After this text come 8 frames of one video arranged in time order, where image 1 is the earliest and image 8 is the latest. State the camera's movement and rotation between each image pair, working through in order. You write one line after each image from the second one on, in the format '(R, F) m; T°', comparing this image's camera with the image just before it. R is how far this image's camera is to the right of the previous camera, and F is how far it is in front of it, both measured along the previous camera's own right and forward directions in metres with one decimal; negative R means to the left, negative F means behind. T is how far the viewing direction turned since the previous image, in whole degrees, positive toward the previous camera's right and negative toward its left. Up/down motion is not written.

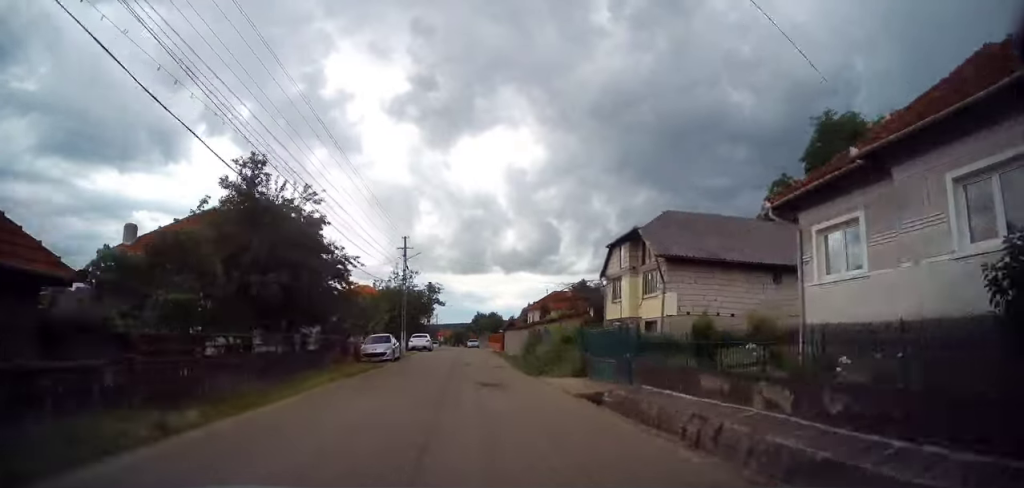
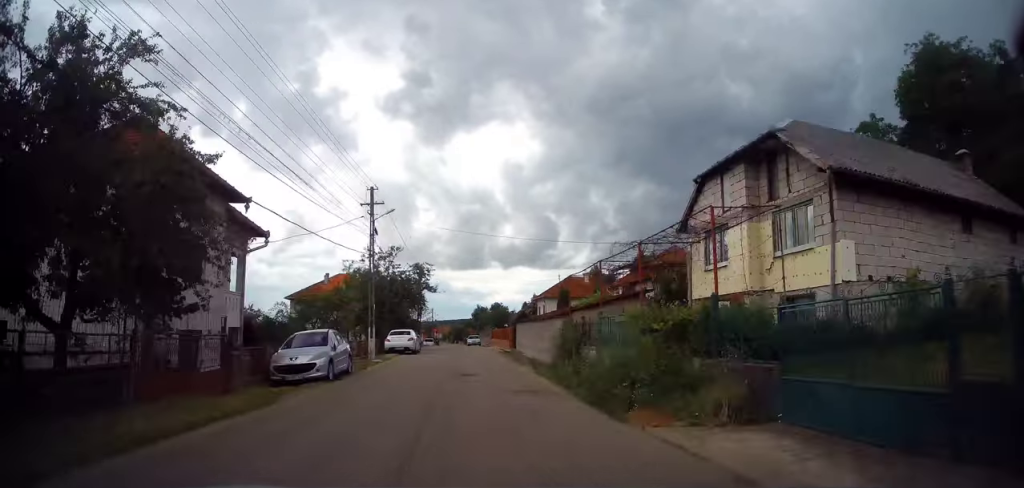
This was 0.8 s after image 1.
(0.0, +12.5) m; -1°
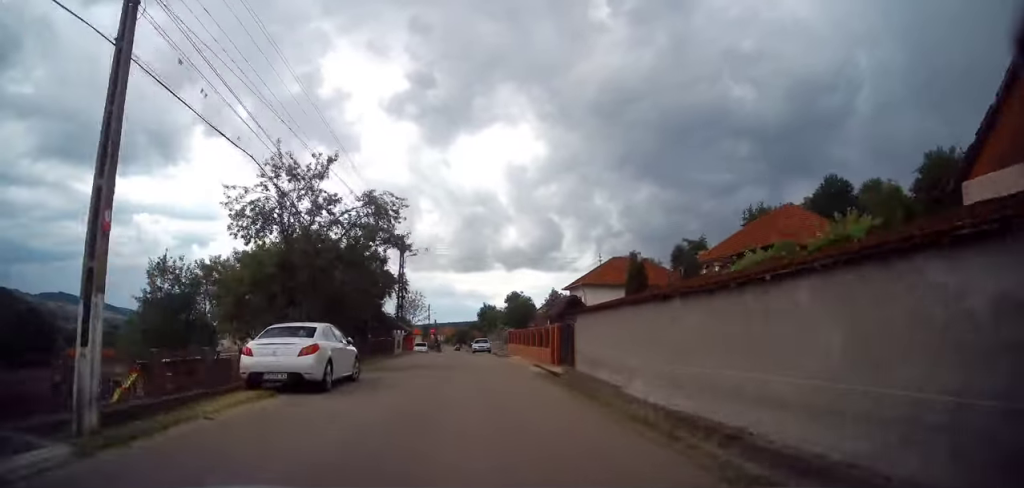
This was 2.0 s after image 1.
(-0.3, +20.1) m; -1°
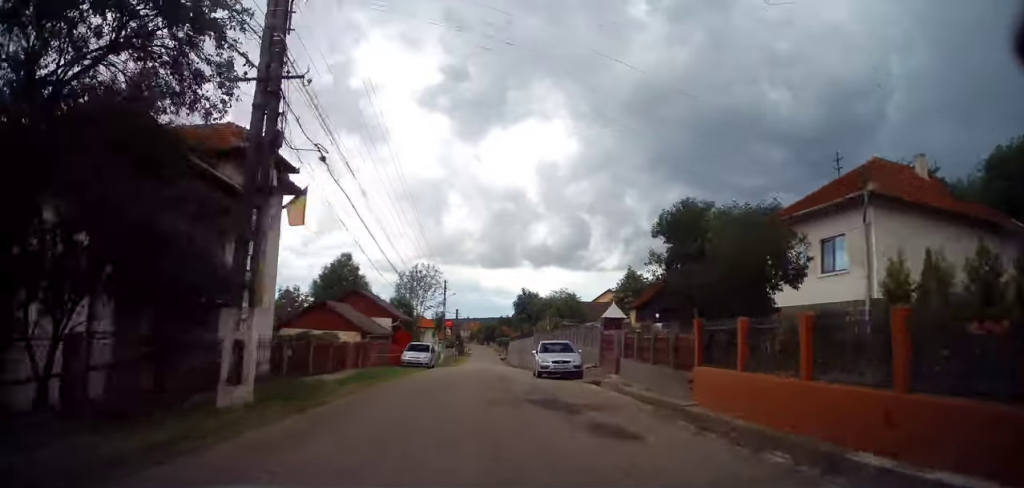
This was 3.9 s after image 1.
(-0.2, +31.7) m; 0°
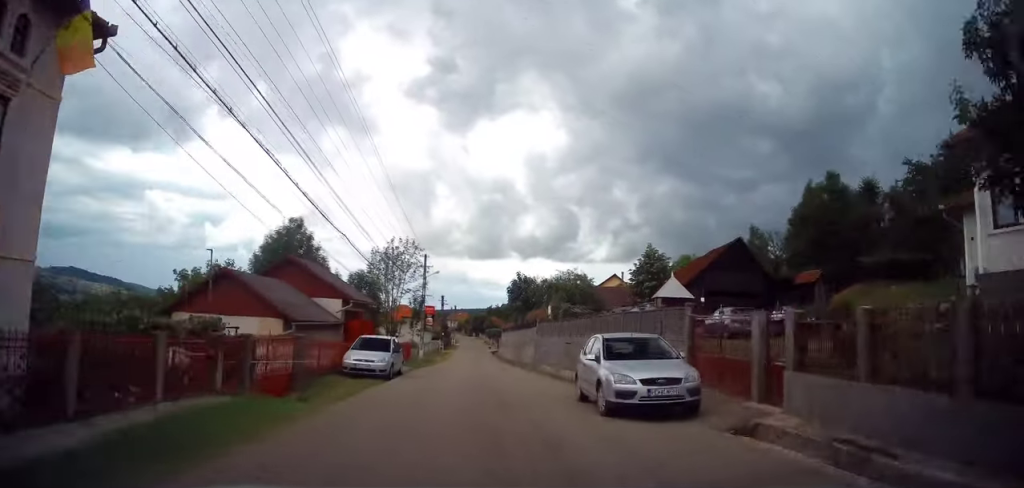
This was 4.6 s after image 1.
(+0.1, +11.6) m; 0°
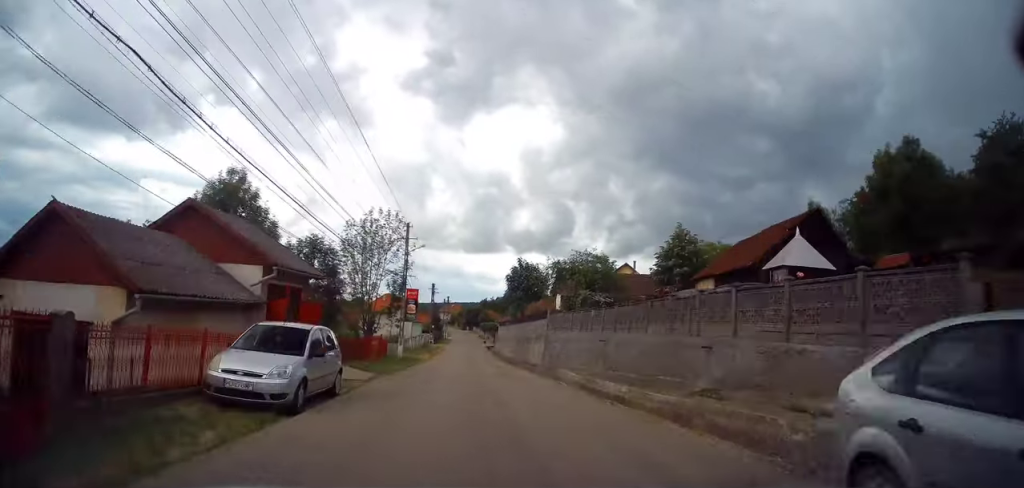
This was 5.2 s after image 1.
(-0.2, +9.5) m; +1°
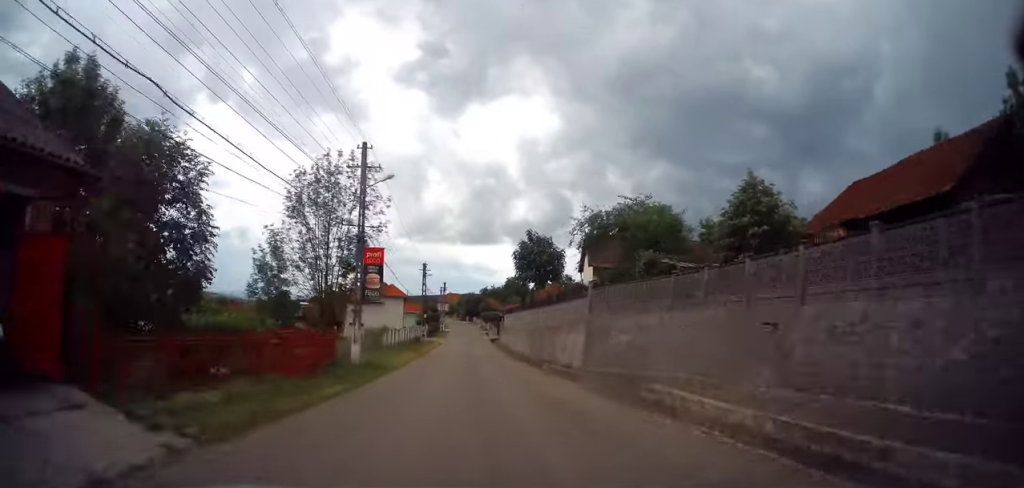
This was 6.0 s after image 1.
(+0.2, +13.5) m; +1°
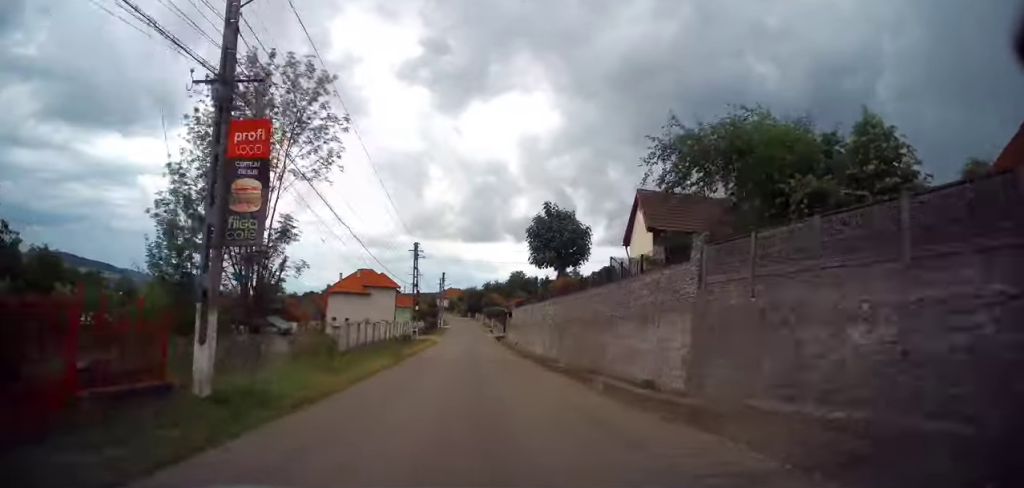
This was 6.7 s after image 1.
(+0.2, +11.4) m; 0°
